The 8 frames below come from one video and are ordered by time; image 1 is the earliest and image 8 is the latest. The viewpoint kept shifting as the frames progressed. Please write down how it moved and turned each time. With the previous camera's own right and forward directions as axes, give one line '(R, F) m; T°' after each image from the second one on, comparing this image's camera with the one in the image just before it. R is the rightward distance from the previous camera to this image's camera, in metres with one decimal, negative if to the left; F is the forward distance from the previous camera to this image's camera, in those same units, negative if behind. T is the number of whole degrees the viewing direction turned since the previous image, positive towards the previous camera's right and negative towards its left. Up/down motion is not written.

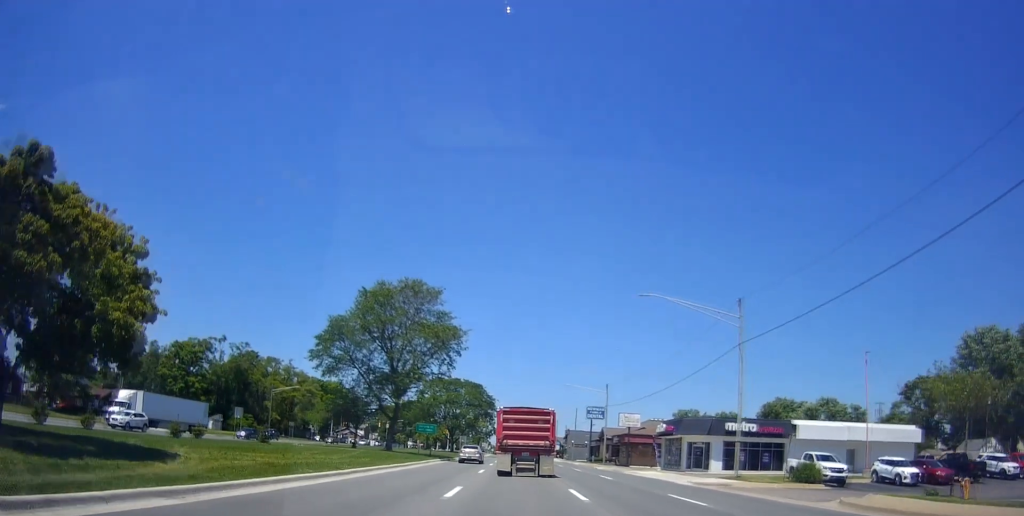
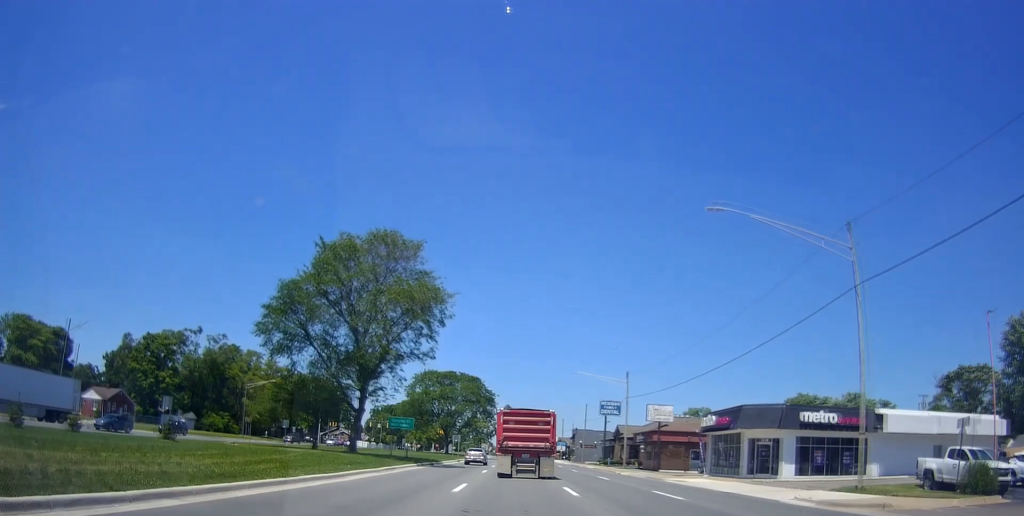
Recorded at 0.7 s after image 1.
(+0.2, +13.0) m; +1°
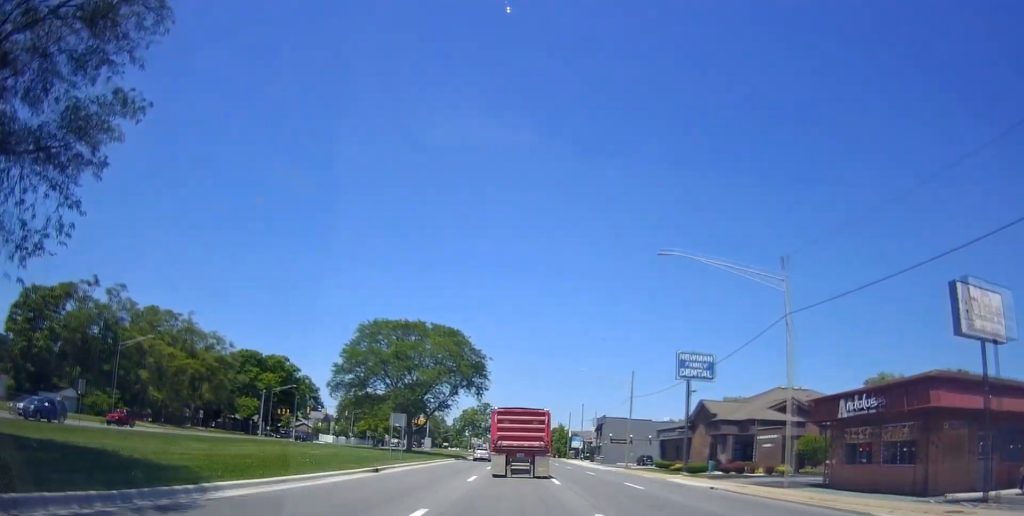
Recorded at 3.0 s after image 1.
(-1.0, +39.2) m; -2°
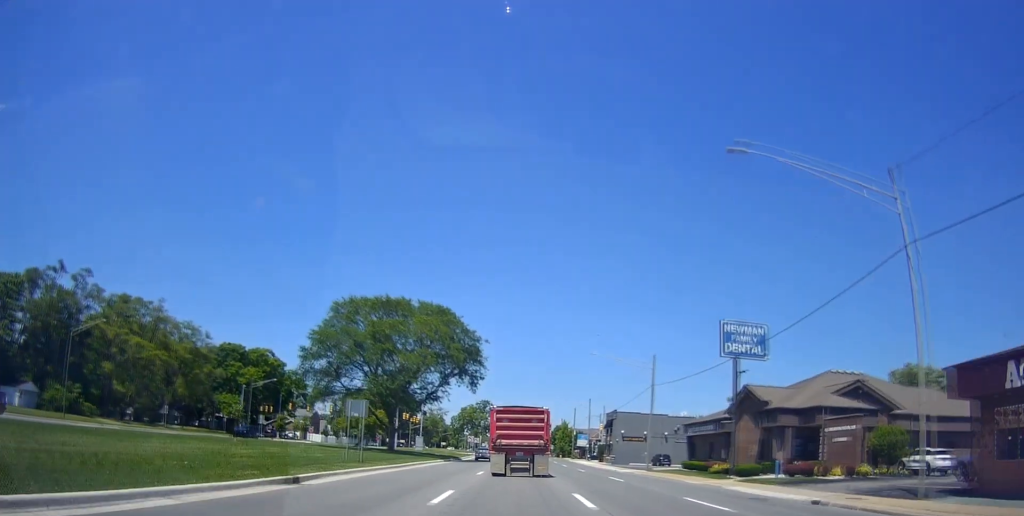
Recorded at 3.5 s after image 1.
(+0.2, +10.0) m; +1°
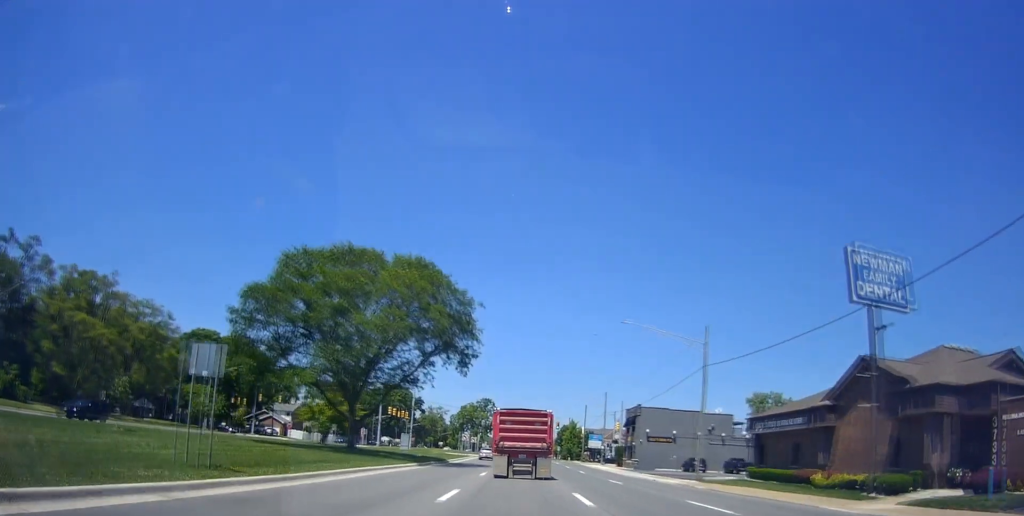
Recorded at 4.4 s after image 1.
(+0.4, +14.7) m; +1°
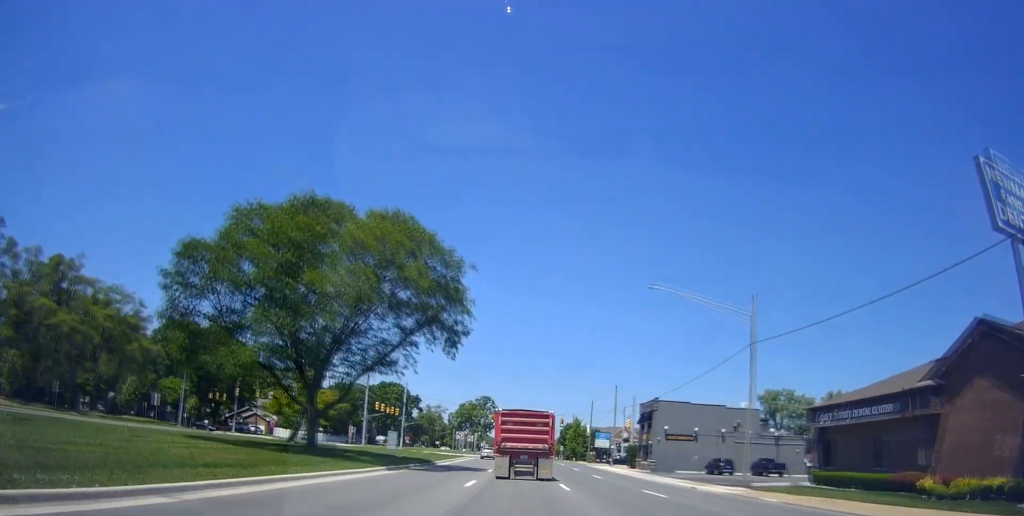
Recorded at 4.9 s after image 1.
(+0.1, +8.8) m; -1°
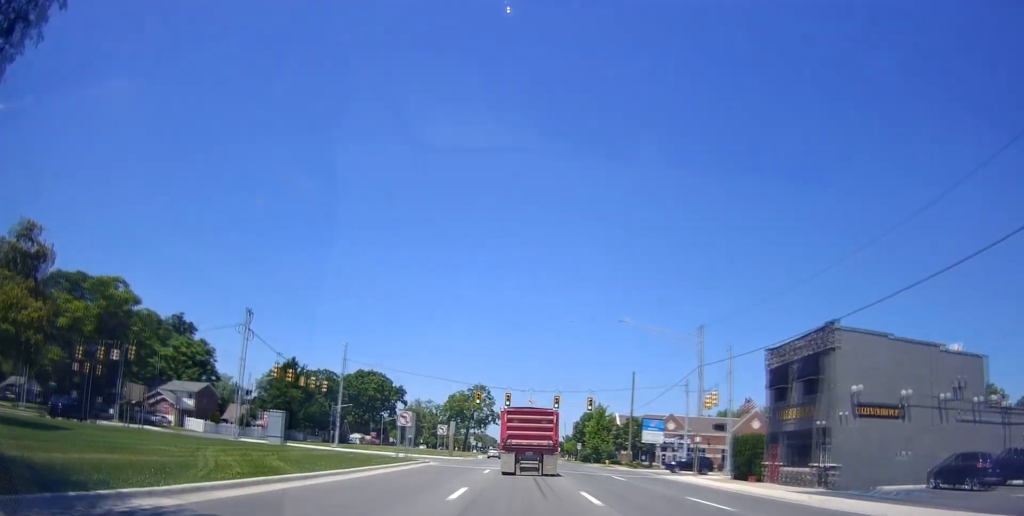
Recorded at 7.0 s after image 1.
(-1.3, +37.0) m; -1°
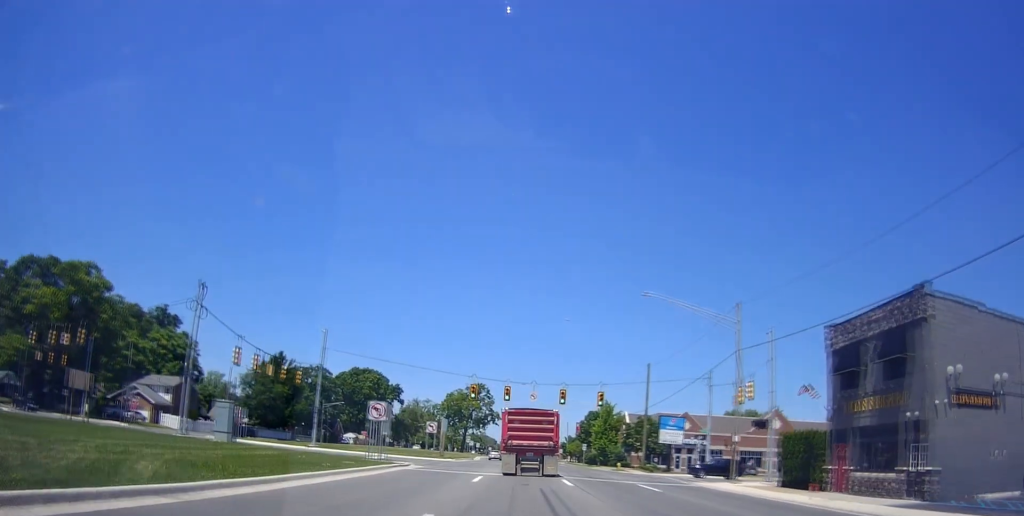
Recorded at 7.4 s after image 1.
(+0.1, +7.6) m; 0°
